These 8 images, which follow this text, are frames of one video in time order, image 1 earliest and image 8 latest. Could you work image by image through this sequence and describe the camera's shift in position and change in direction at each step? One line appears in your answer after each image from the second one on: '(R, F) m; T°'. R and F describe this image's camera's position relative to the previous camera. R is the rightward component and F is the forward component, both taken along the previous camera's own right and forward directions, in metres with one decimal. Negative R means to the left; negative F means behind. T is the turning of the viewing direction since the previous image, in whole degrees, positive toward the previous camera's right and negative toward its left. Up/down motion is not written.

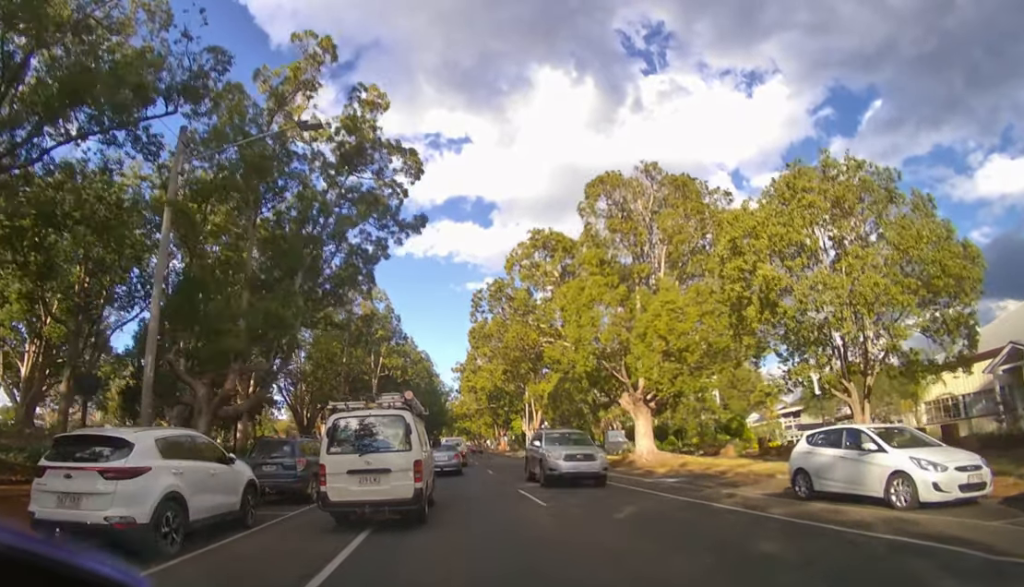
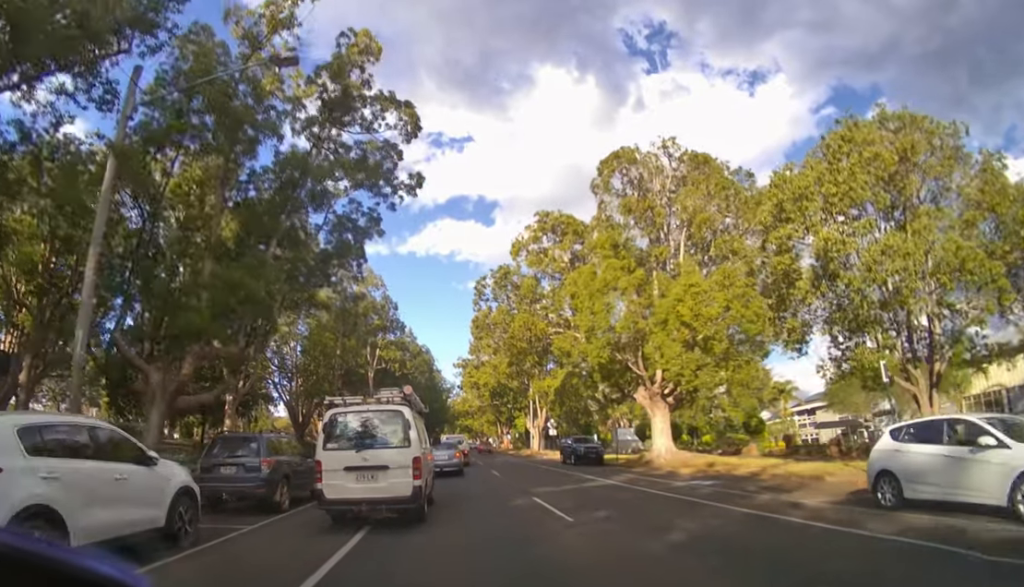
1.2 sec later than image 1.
(0.0, +2.1) m; -3°
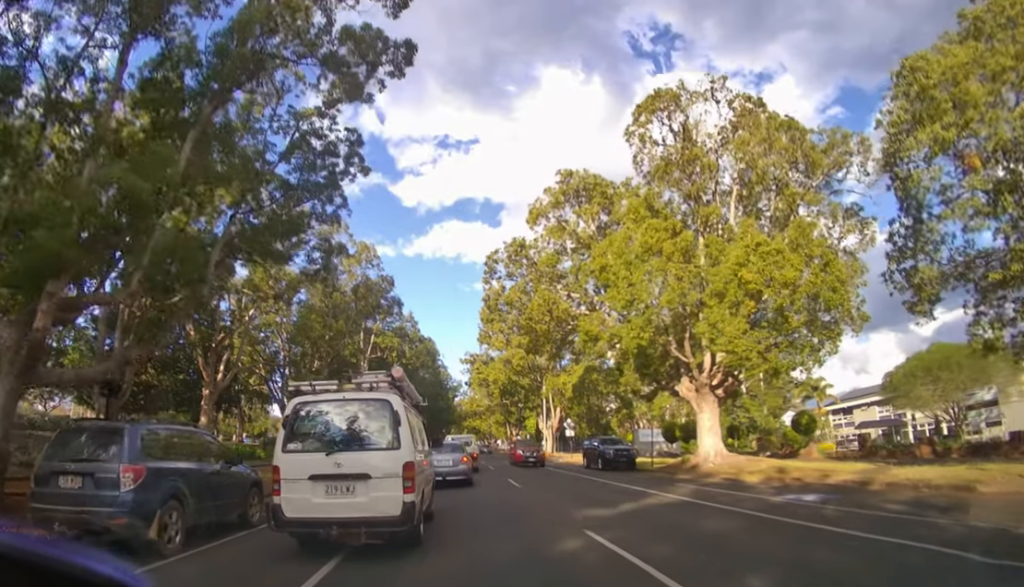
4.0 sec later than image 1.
(-0.1, +4.3) m; +3°
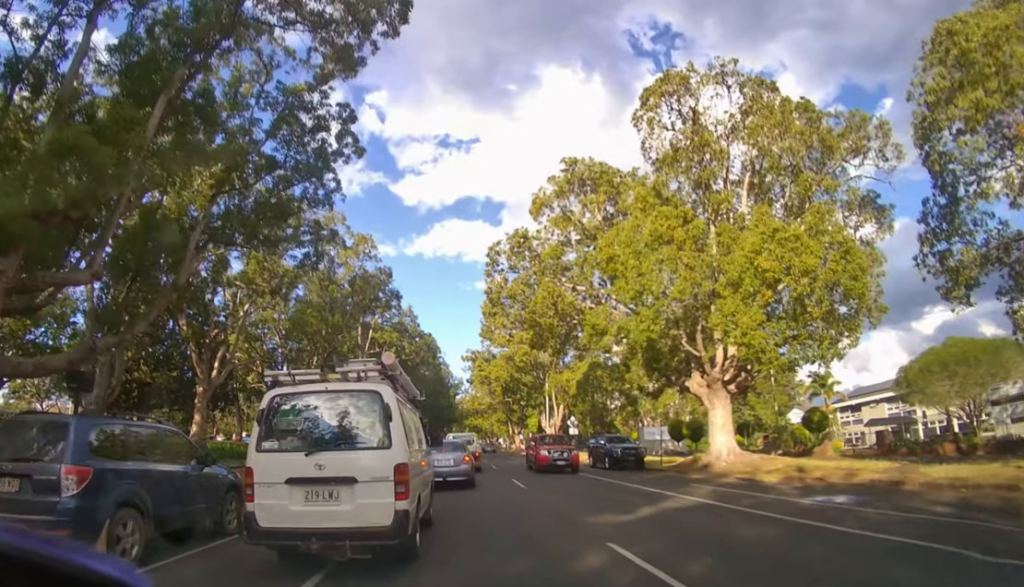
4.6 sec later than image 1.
(0.0, +1.0) m; +1°
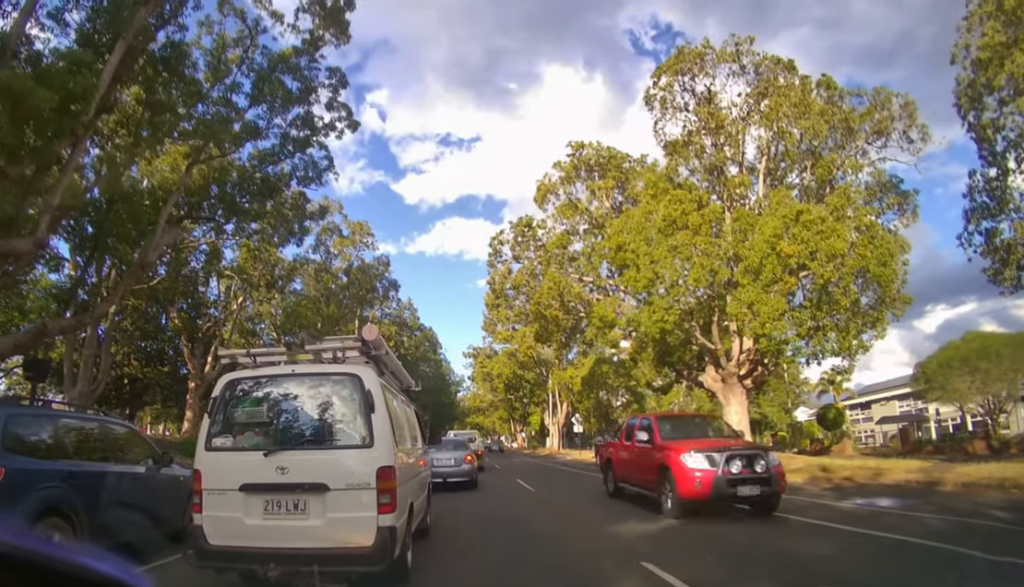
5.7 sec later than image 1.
(0.0, +1.3) m; 0°
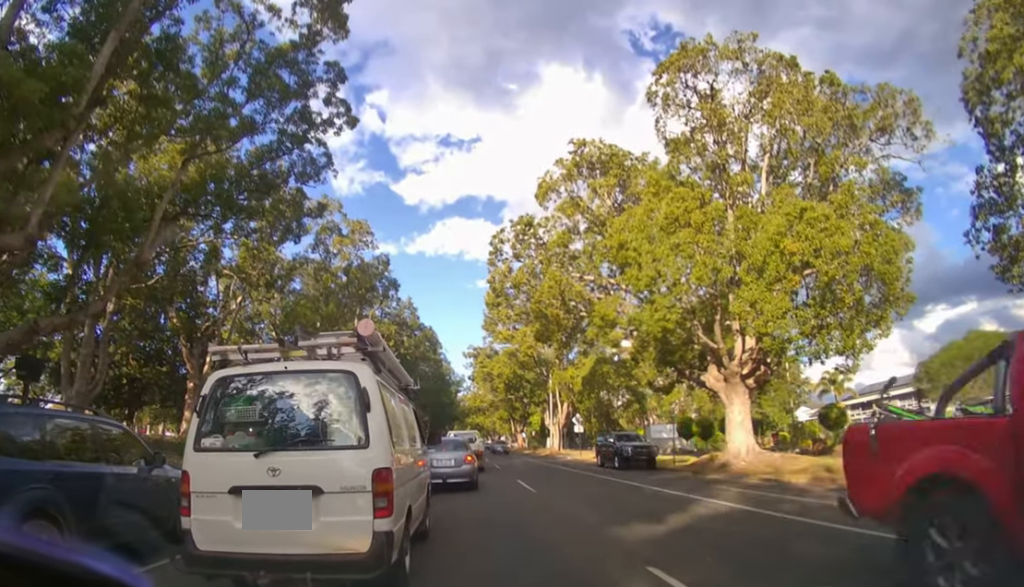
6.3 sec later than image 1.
(-0.1, +0.4) m; 0°
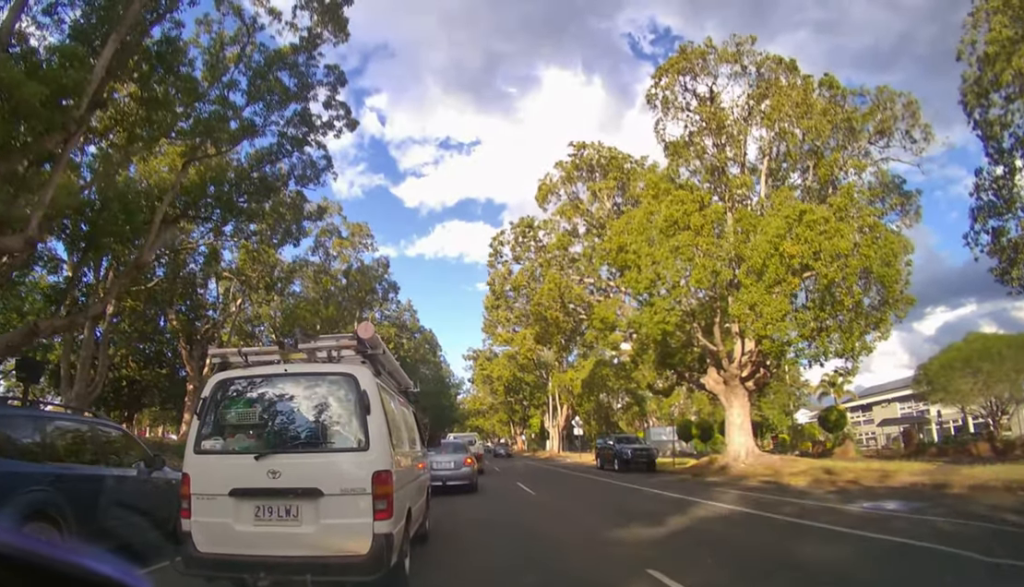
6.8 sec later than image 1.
(-0.1, +0.3) m; 0°
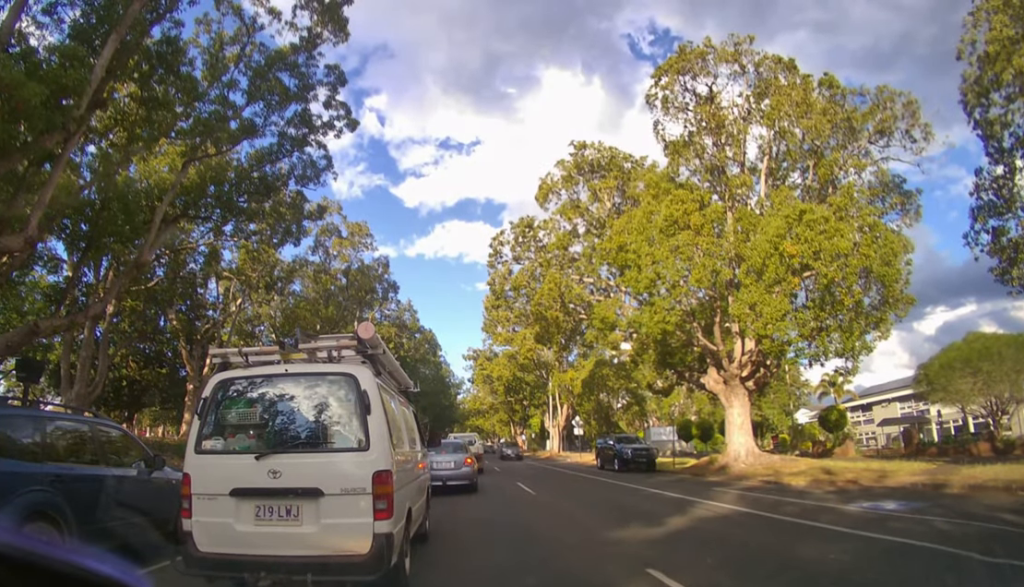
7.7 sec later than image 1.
(0.0, +0.1) m; 0°
